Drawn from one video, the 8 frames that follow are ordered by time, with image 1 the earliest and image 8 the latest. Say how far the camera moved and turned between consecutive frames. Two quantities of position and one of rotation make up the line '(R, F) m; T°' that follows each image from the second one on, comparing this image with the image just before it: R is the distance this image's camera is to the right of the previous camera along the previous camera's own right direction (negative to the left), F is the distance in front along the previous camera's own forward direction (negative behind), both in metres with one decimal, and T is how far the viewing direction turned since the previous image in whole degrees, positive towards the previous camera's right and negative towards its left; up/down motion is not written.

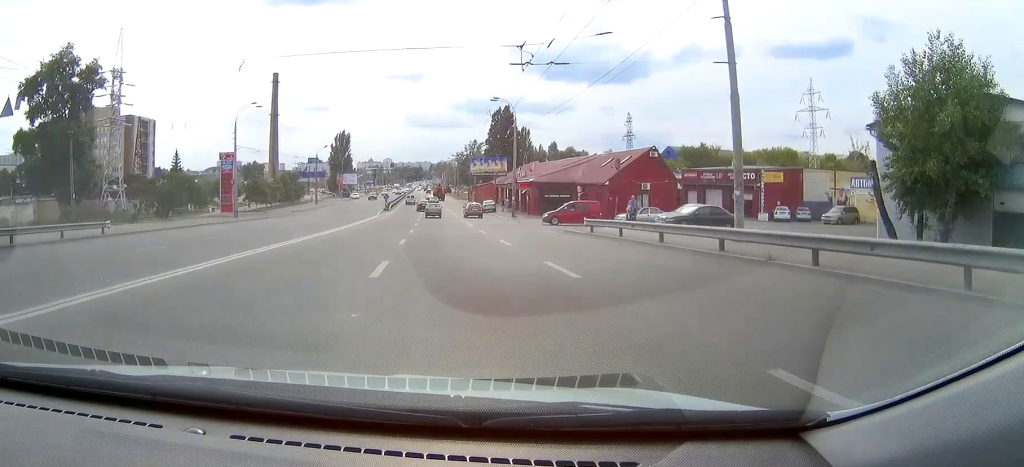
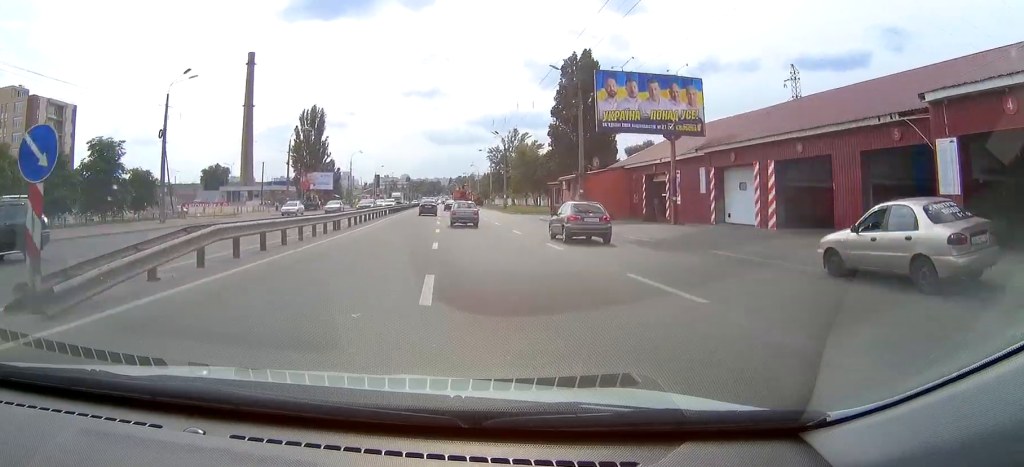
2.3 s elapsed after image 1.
(-1.3, +63.2) m; -3°
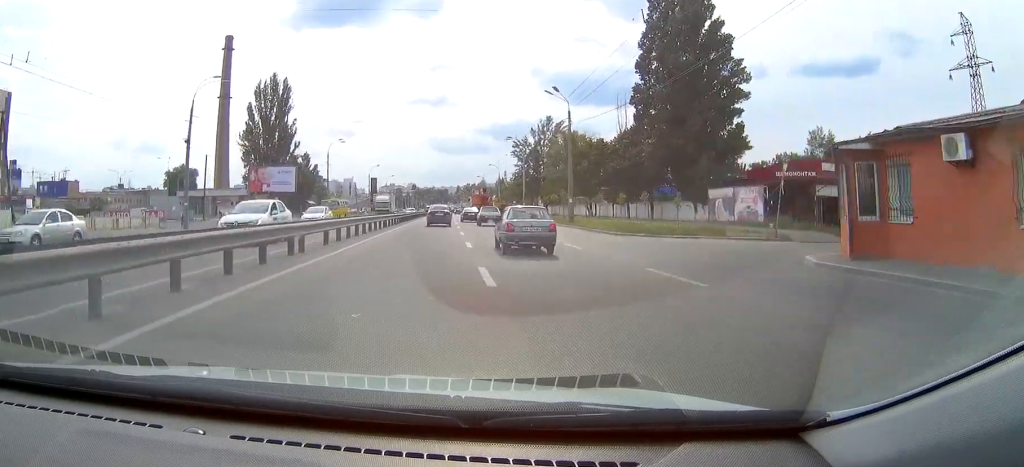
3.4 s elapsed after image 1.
(0.0, +32.6) m; 0°
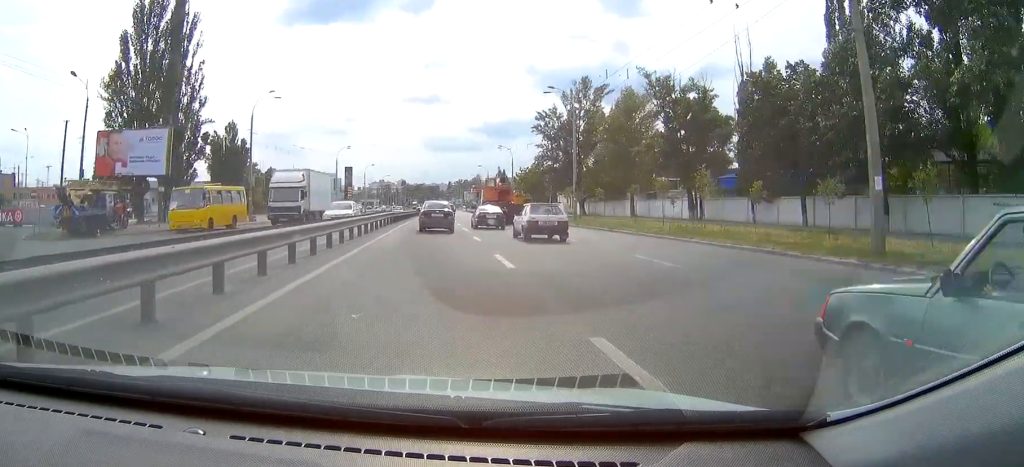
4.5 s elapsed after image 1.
(0.0, +32.4) m; 0°
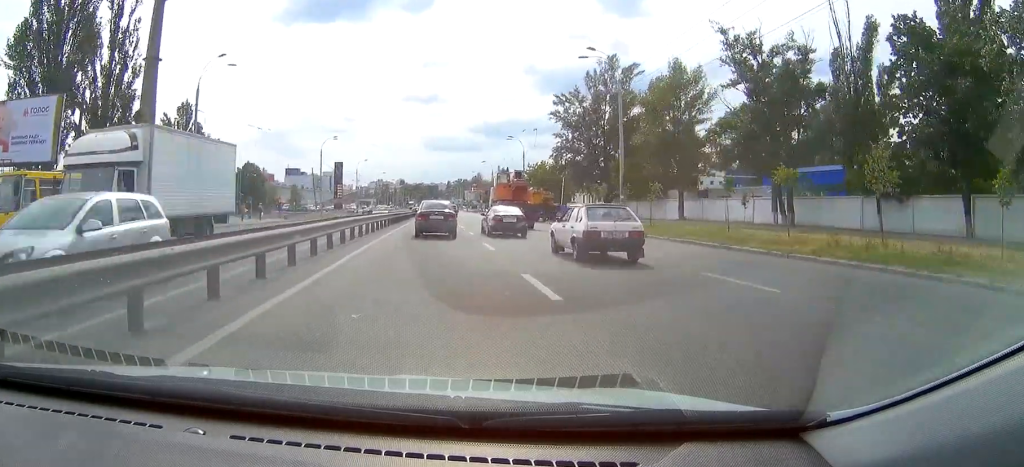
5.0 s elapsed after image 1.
(0.0, +13.0) m; 0°
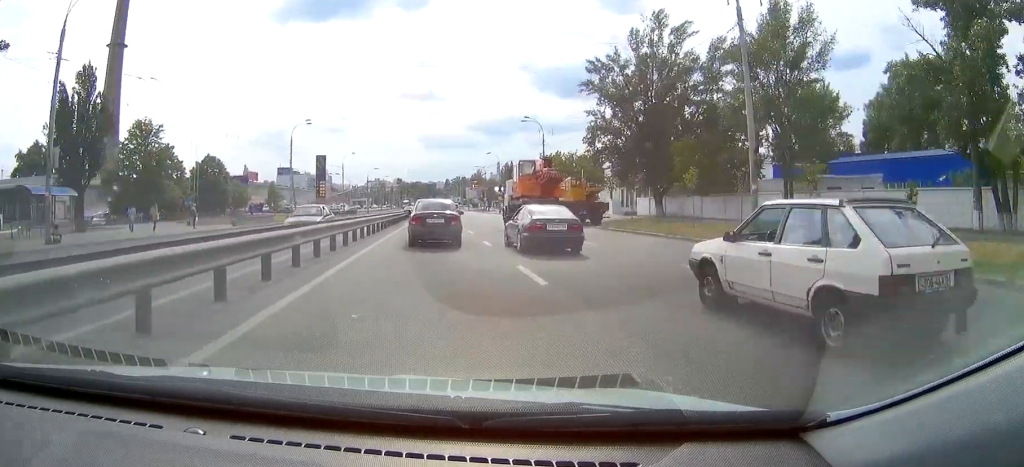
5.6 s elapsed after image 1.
(-0.2, +17.0) m; +1°
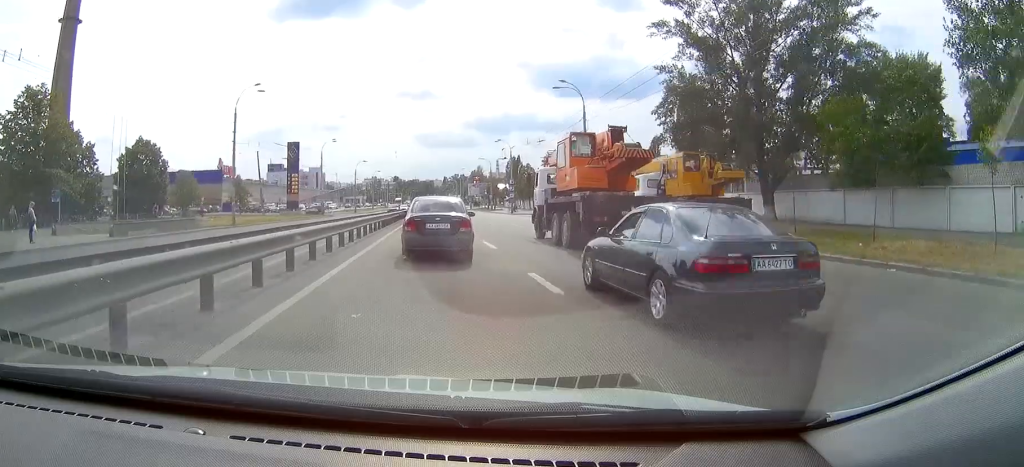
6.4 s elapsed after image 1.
(+0.4, +20.0) m; 0°
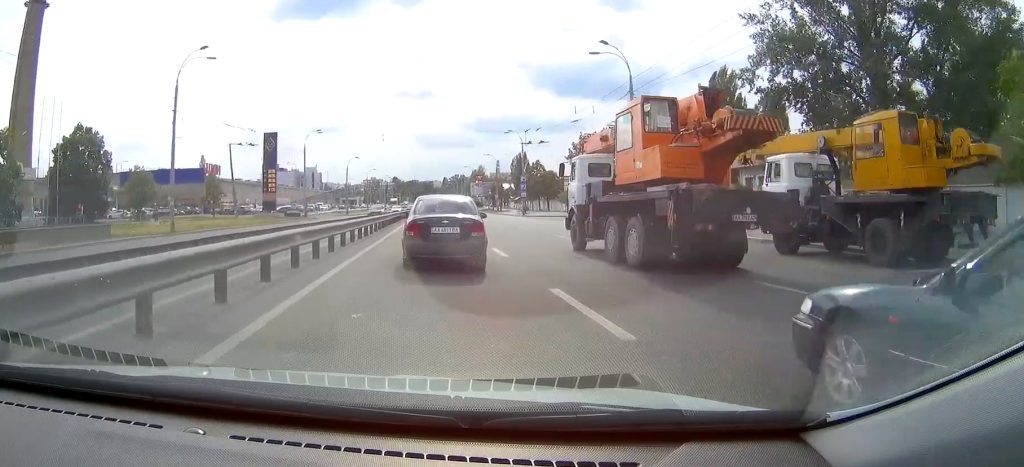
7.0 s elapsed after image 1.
(+0.3, +12.7) m; 0°
